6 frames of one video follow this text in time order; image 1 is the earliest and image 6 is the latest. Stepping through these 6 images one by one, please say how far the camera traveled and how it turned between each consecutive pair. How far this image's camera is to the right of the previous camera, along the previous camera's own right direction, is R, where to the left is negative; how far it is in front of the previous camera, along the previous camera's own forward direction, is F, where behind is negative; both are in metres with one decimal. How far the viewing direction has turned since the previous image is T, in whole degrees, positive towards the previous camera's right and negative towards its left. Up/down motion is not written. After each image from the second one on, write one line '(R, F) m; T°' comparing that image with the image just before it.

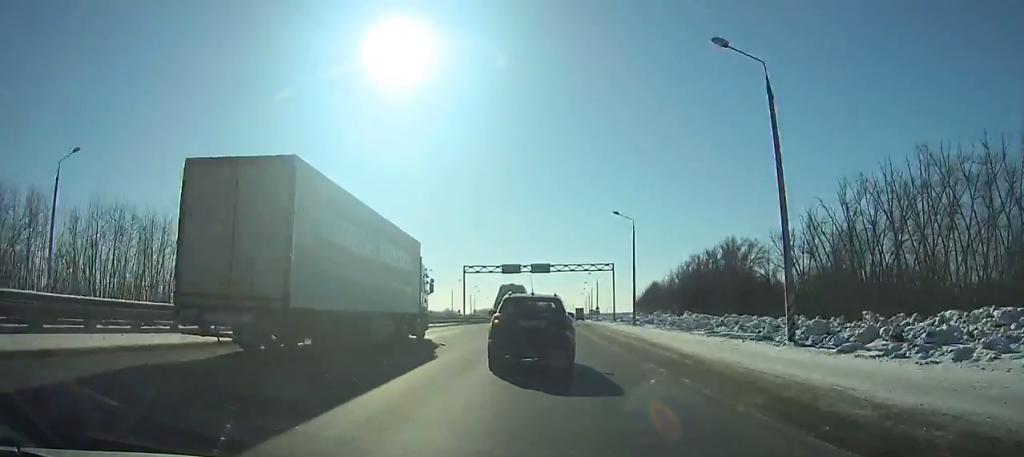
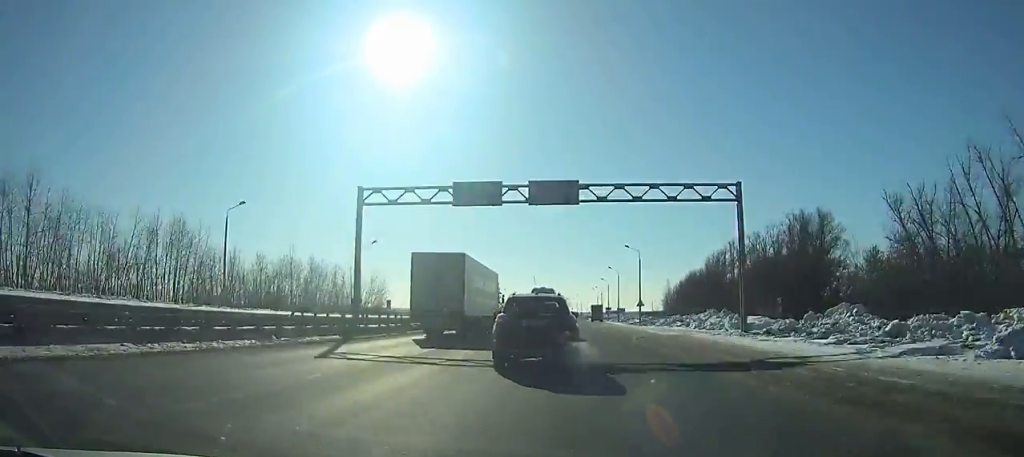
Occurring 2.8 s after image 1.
(+0.8, +48.5) m; +1°
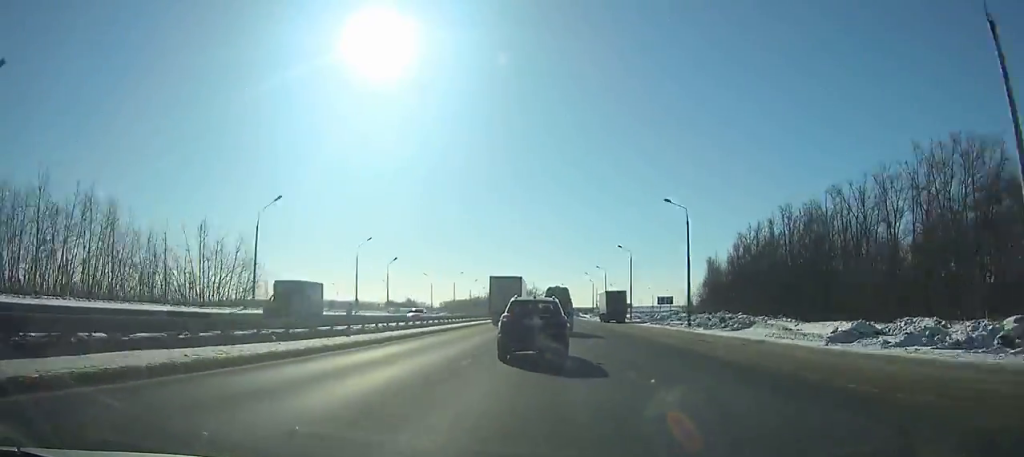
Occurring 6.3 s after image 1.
(+0.7, +64.1) m; +1°
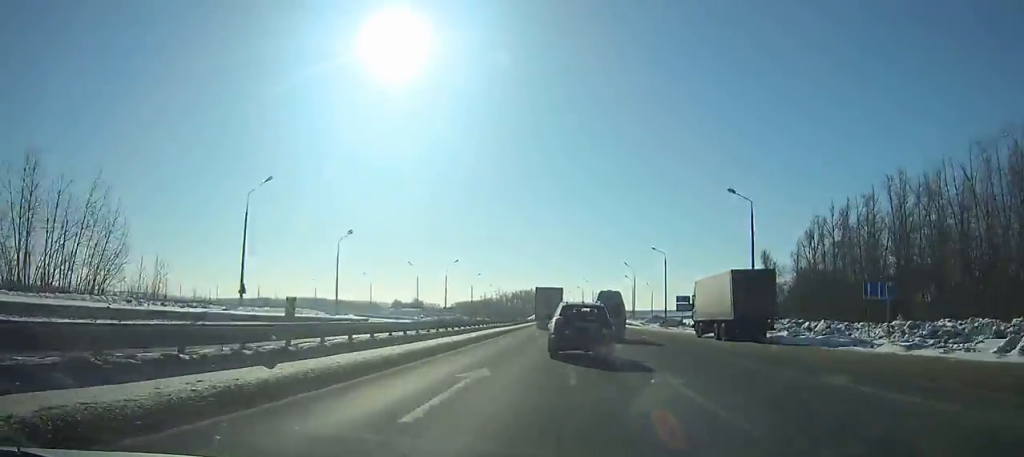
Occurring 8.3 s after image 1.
(+0.2, +39.0) m; +1°
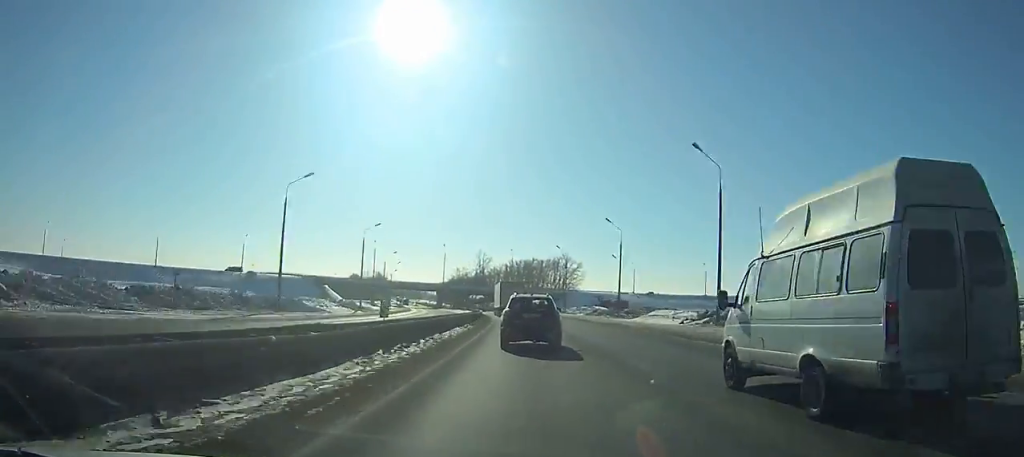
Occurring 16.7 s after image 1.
(+0.6, +185.4) m; -2°
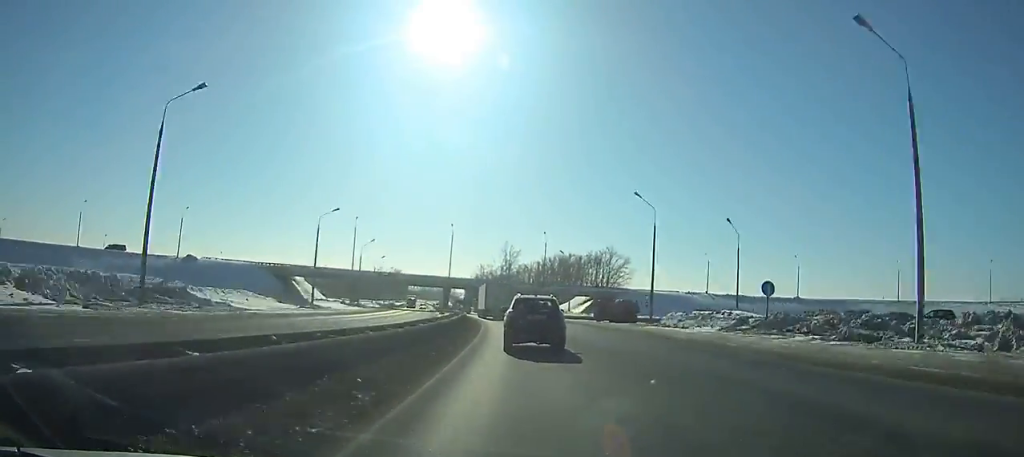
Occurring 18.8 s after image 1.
(-1.3, +49.9) m; -3°
